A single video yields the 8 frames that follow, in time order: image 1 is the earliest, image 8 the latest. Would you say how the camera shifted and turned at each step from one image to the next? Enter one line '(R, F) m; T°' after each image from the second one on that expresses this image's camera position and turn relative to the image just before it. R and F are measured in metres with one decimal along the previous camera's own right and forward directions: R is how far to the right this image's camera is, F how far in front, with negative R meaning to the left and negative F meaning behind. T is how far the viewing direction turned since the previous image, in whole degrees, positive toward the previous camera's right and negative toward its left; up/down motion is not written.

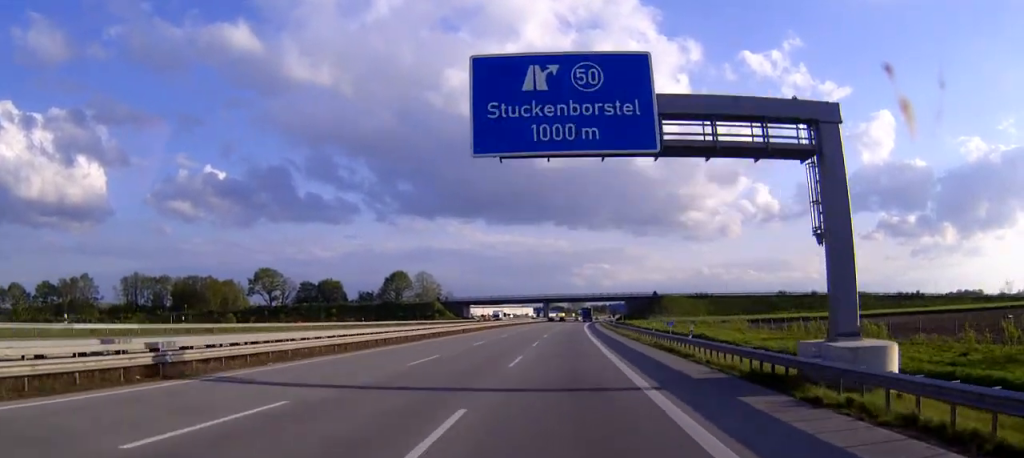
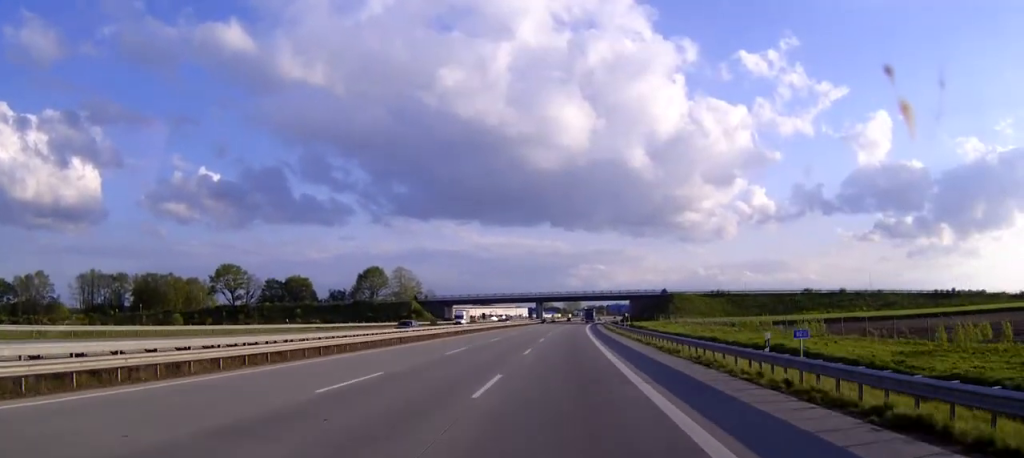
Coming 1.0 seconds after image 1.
(+0.1, +27.9) m; 0°
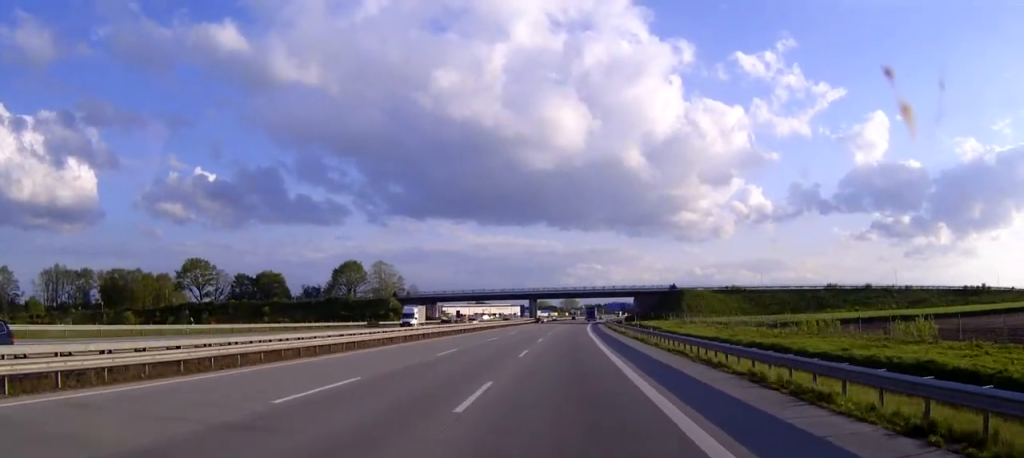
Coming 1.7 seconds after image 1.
(0.0, +20.5) m; 0°
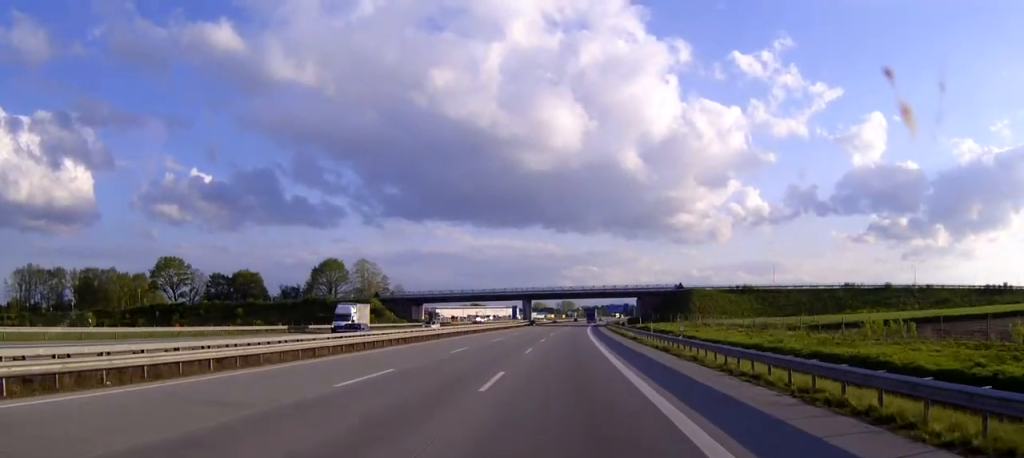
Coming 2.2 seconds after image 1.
(0.0, +14.0) m; 0°
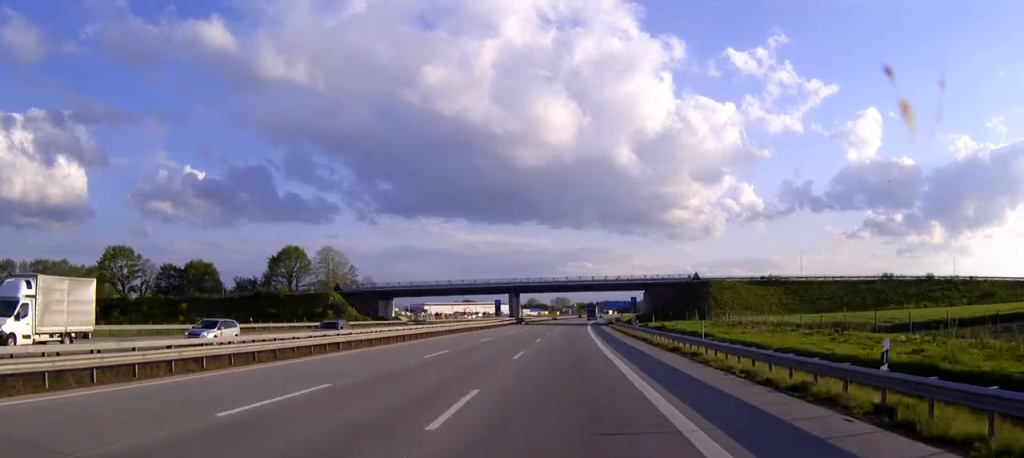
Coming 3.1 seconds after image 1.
(+0.1, +24.3) m; 0°
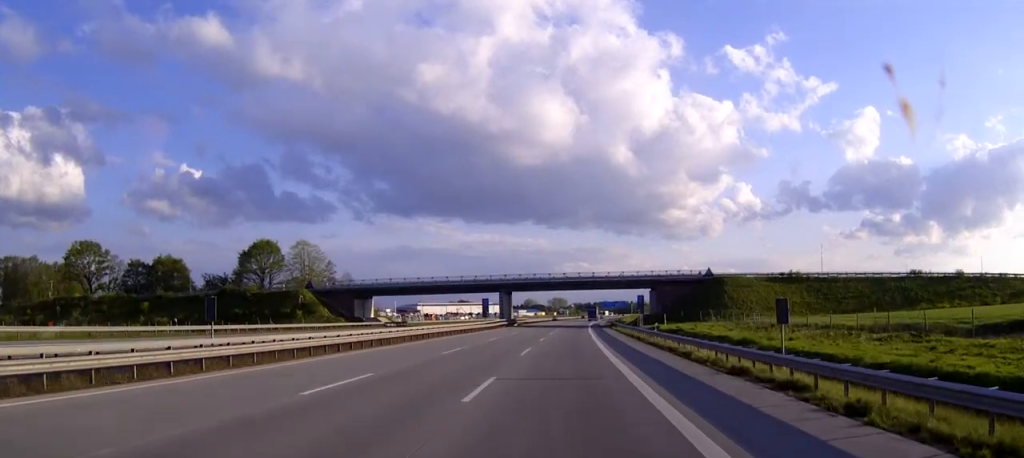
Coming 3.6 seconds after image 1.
(+0.1, +14.0) m; 0°
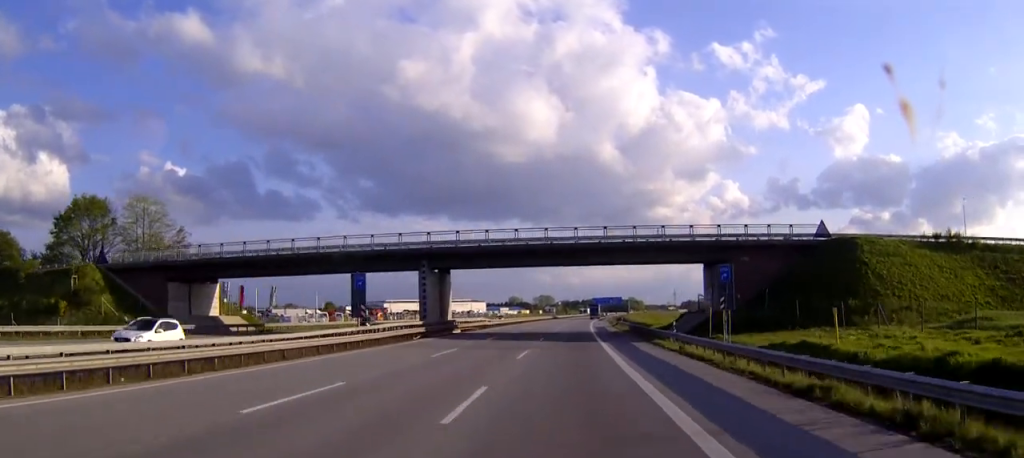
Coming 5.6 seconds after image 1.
(+0.4, +56.8) m; +1°
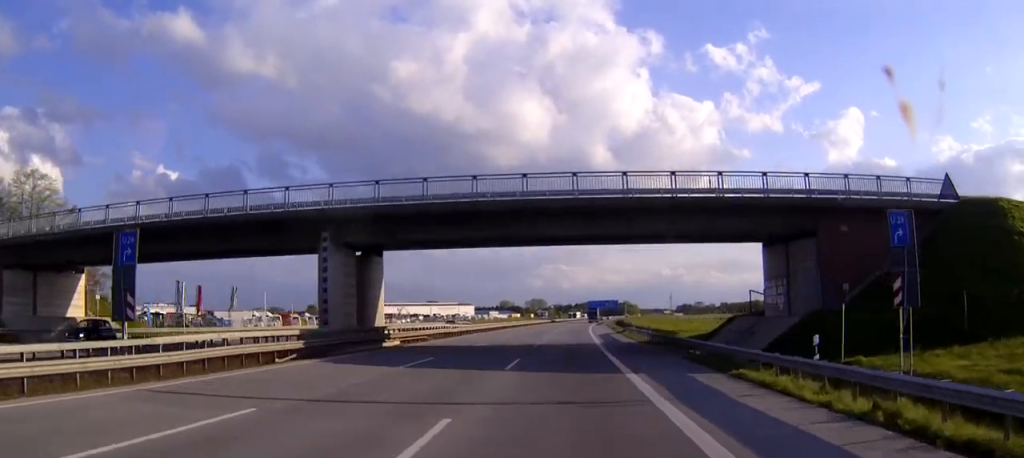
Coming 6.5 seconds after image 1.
(+0.2, +23.4) m; +1°
